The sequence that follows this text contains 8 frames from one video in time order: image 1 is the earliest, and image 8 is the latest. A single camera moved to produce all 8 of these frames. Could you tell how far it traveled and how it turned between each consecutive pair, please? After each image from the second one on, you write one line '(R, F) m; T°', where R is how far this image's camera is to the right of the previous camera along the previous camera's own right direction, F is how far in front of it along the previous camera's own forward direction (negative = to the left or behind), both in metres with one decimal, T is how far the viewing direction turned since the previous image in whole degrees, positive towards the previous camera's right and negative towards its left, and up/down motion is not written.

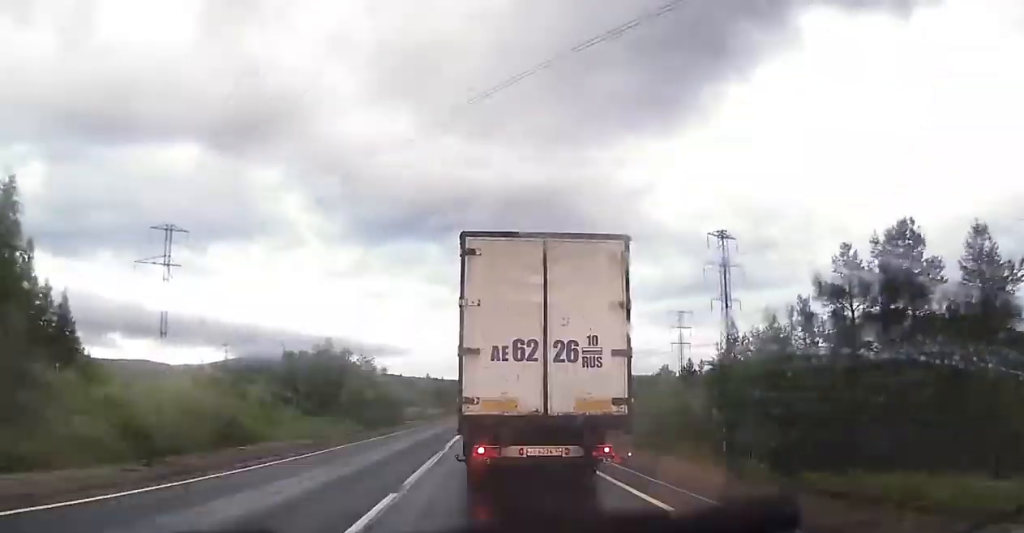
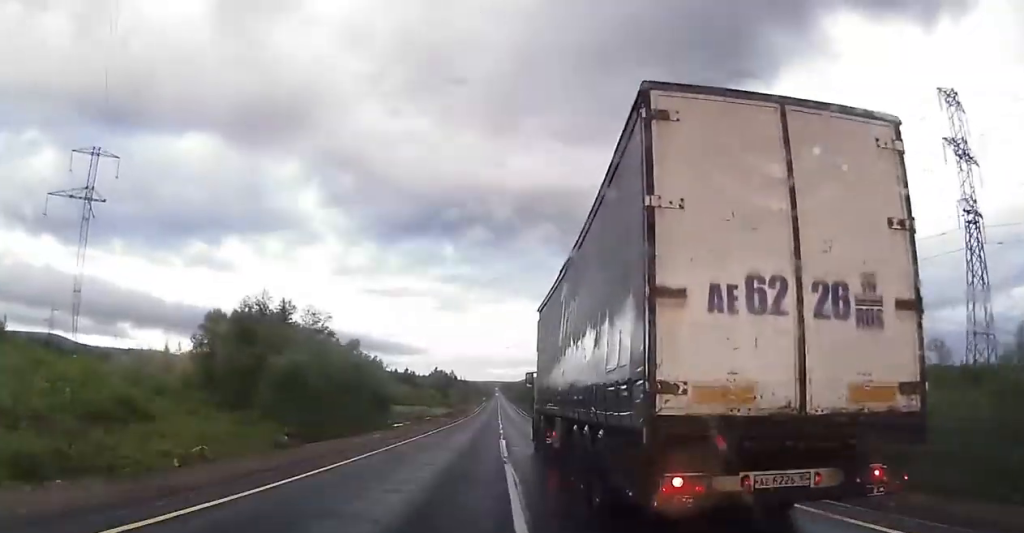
(0.0, +40.1) m; -1°
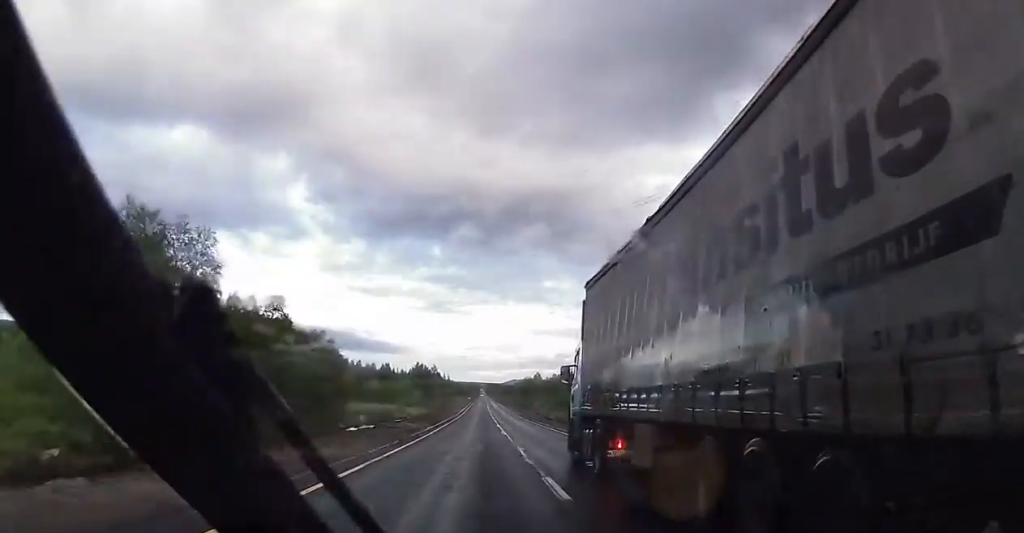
(-0.5, +26.1) m; 0°
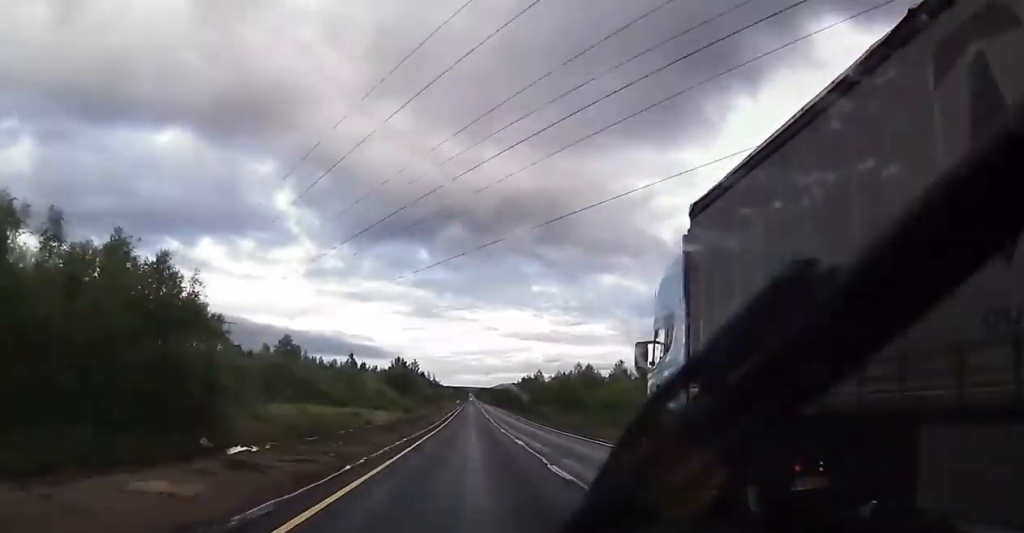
(+0.4, +33.2) m; +1°
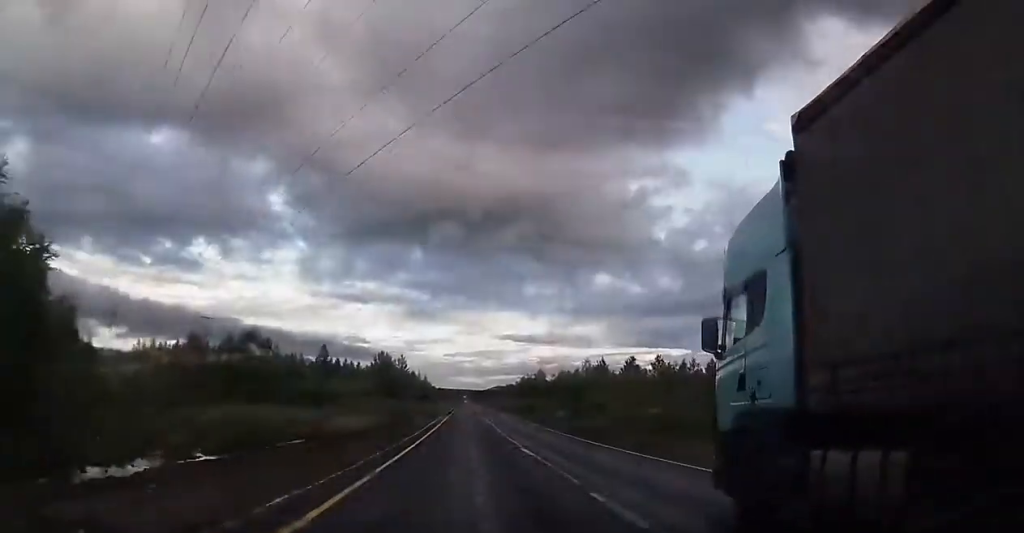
(-0.1, +16.9) m; +1°
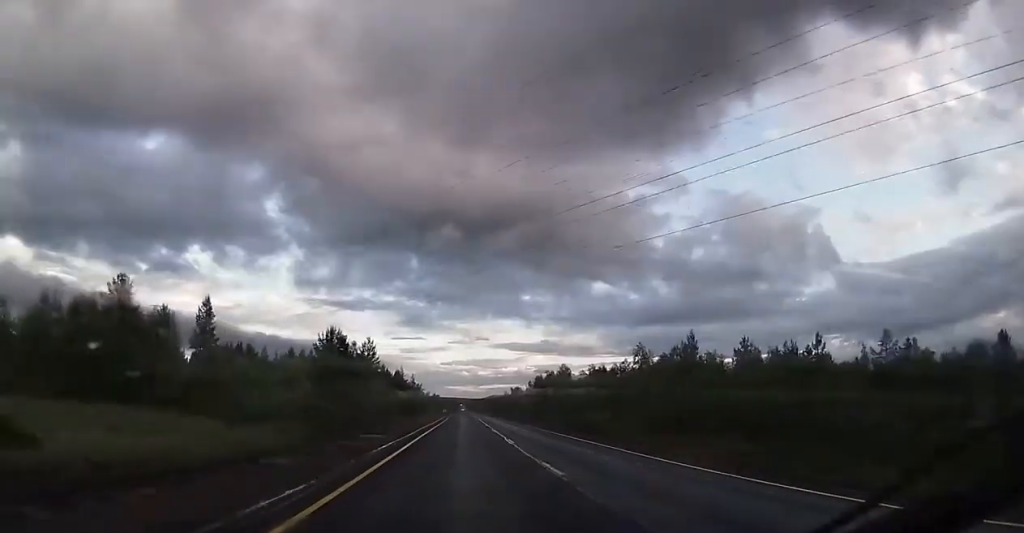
(+0.7, +42.0) m; +1°
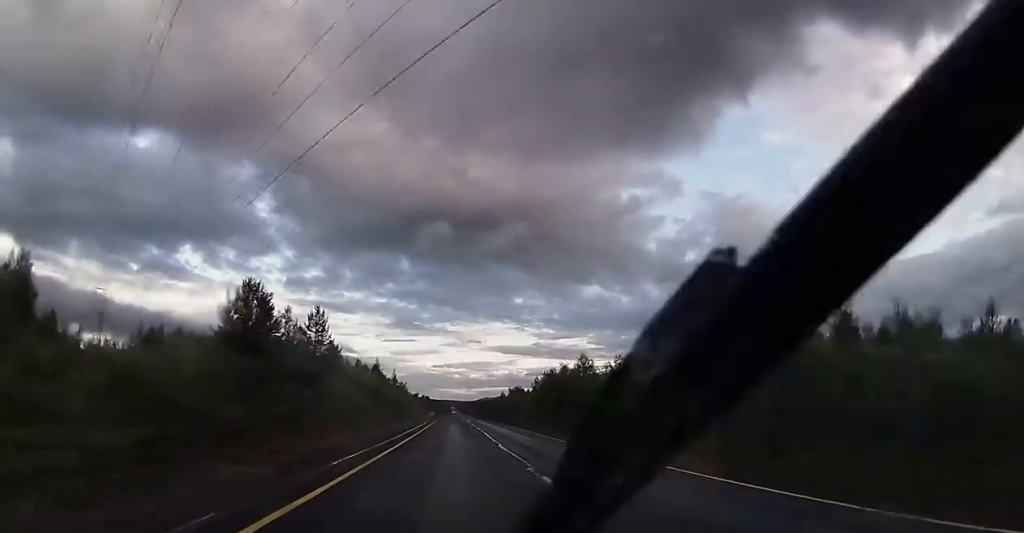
(-0.1, +27.1) m; 0°
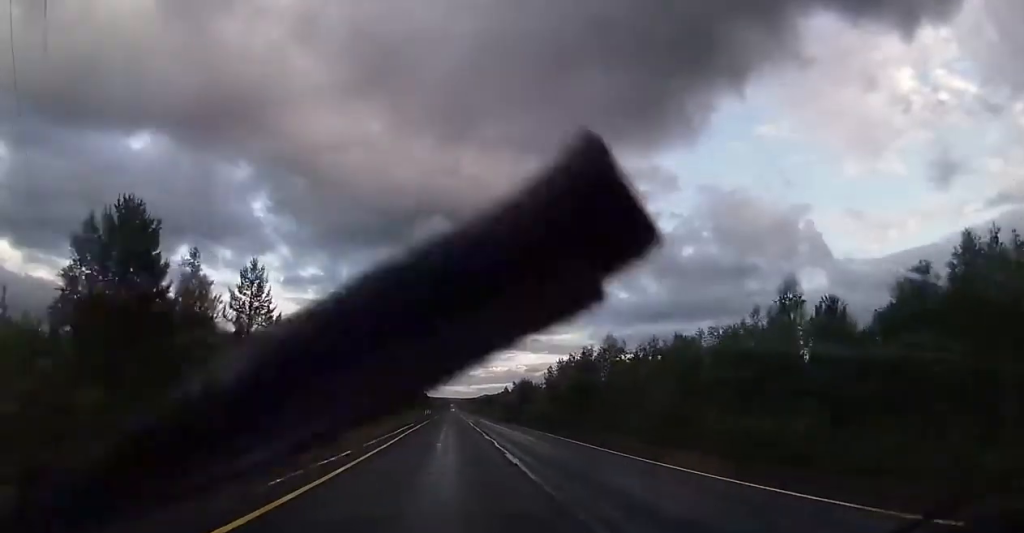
(+0.2, +18.5) m; 0°
